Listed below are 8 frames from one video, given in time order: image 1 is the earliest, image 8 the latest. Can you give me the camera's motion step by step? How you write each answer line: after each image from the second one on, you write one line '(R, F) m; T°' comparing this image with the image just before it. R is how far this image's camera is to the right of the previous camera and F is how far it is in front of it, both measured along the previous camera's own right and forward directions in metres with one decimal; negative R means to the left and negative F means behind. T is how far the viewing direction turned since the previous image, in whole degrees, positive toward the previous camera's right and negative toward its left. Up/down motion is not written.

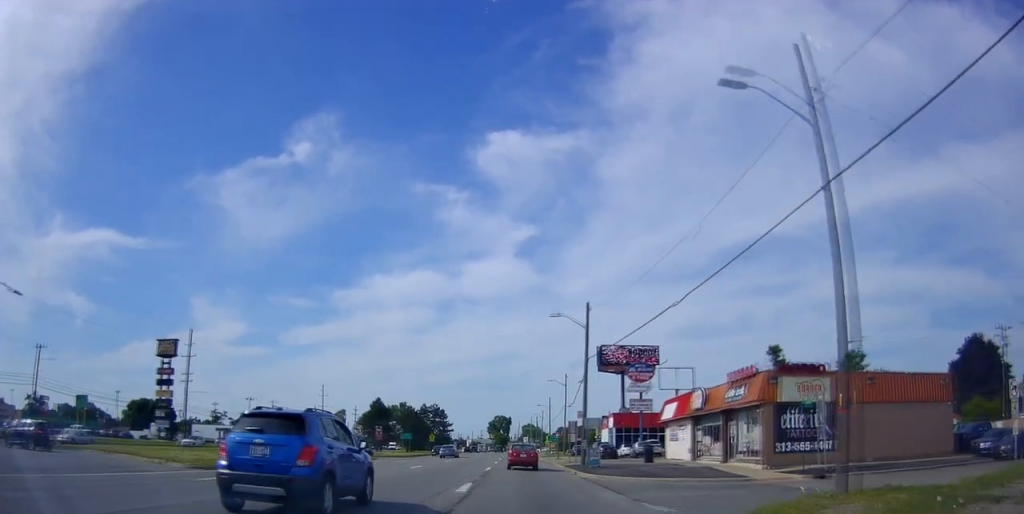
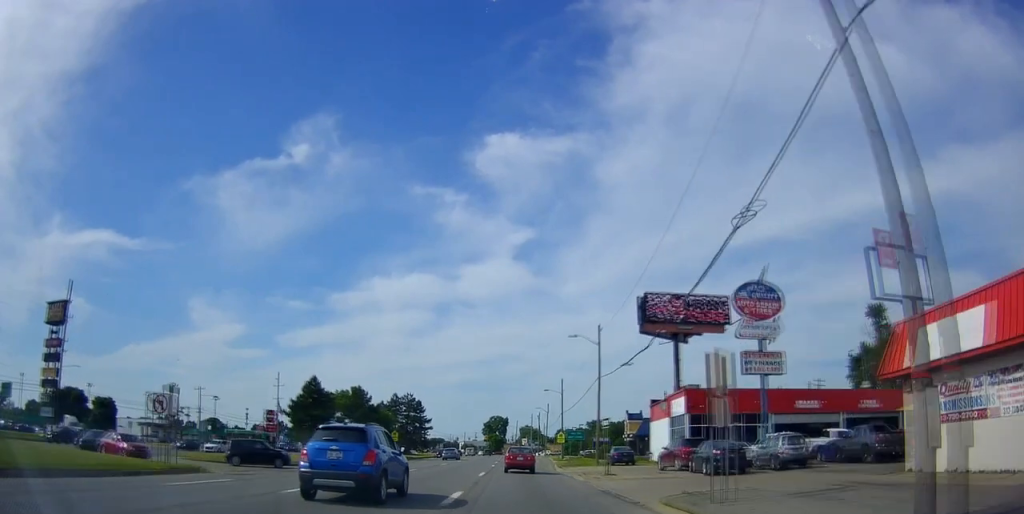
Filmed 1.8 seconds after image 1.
(+0.1, +32.5) m; 0°
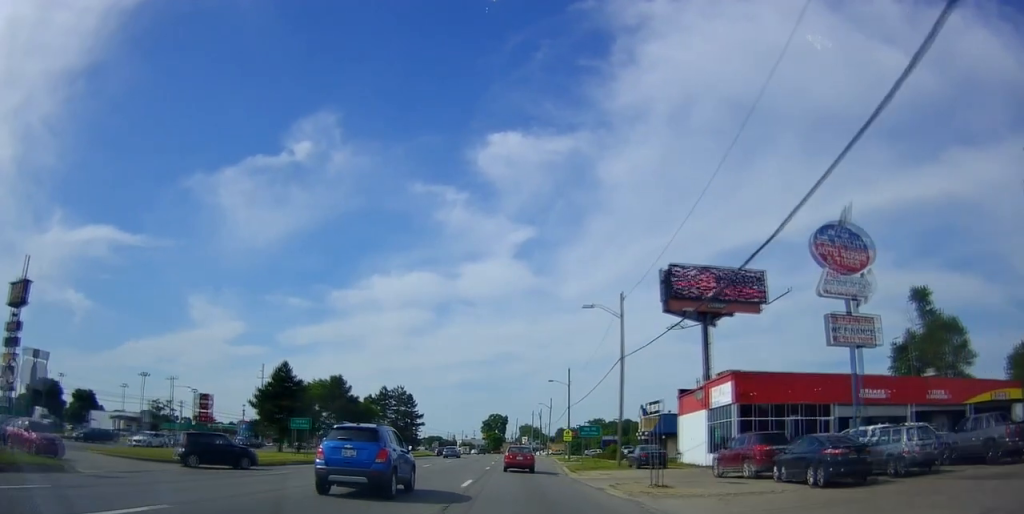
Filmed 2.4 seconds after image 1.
(+0.1, +9.6) m; 0°
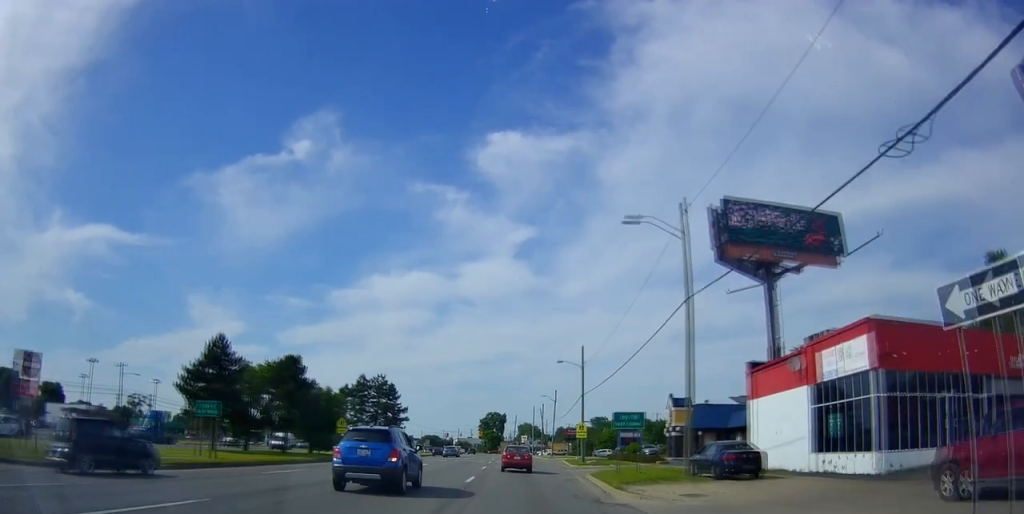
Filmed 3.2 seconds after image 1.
(+0.1, +14.4) m; 0°
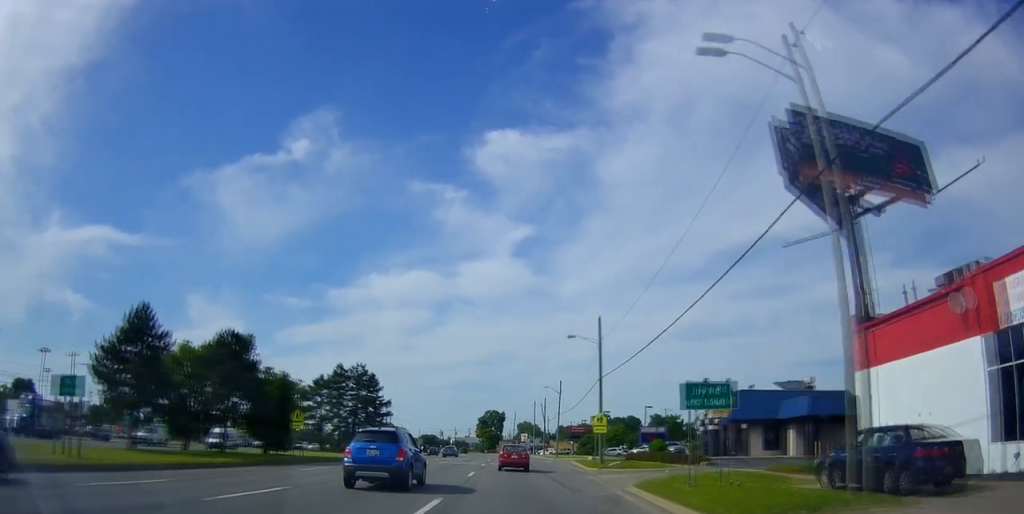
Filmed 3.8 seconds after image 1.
(-0.2, +11.4) m; -1°
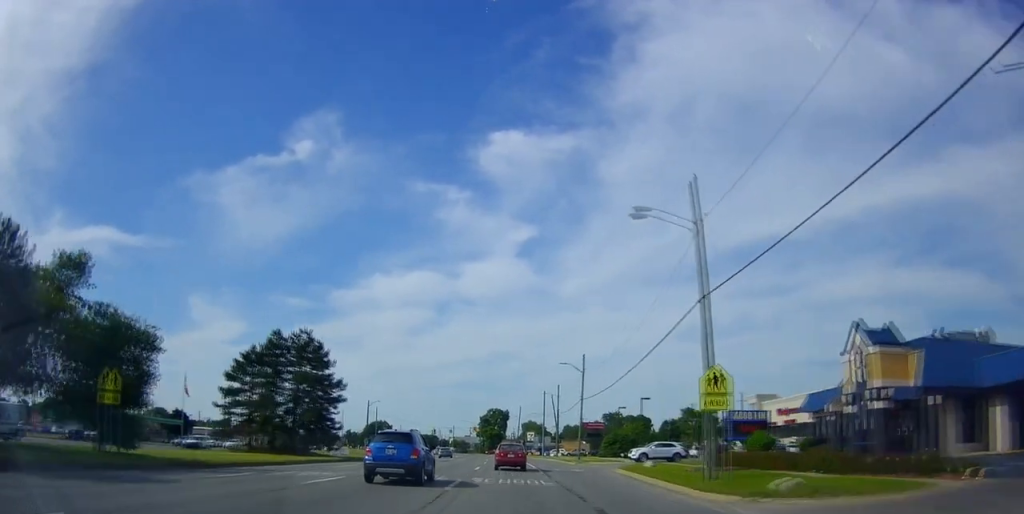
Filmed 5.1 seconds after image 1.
(+0.2, +23.1) m; +1°
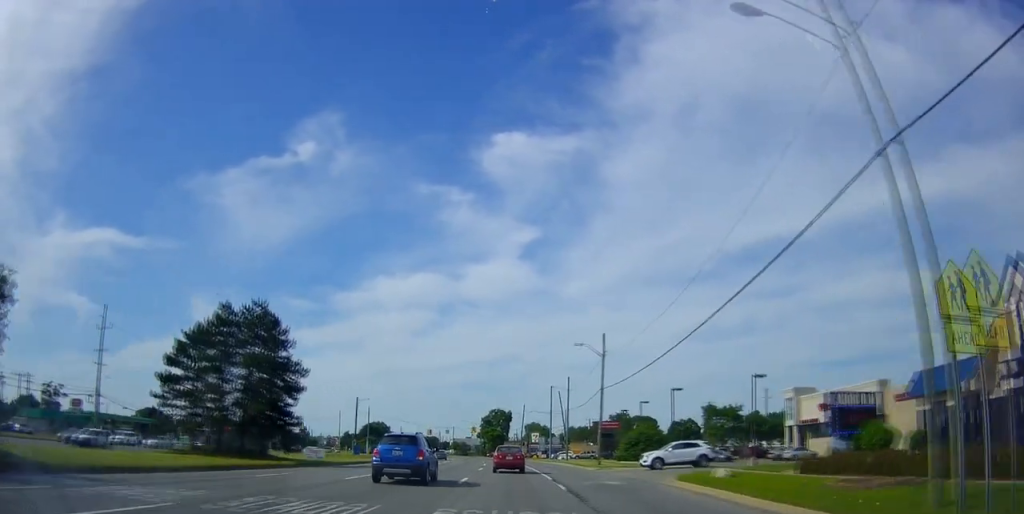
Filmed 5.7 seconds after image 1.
(+0.2, +11.6) m; 0°
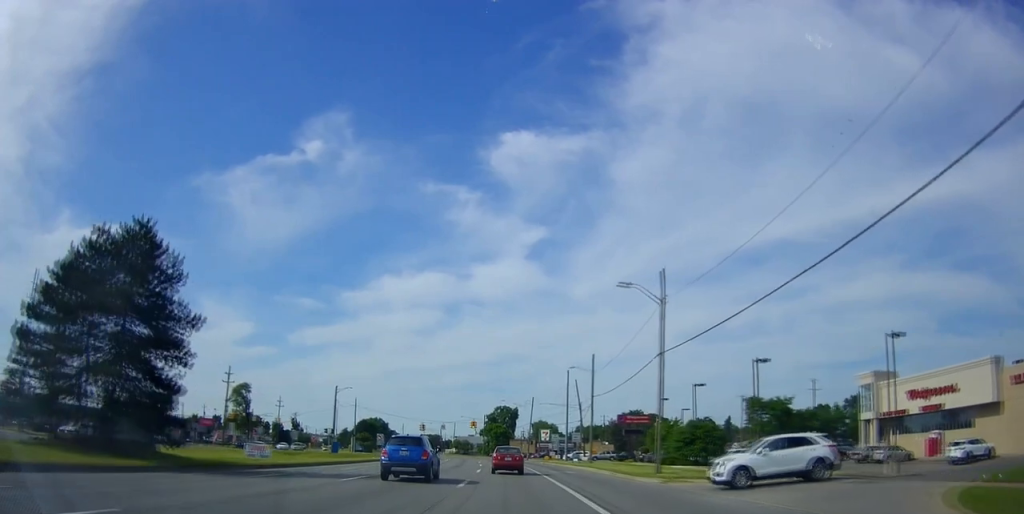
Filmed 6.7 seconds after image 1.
(-0.2, +17.6) m; -1°
